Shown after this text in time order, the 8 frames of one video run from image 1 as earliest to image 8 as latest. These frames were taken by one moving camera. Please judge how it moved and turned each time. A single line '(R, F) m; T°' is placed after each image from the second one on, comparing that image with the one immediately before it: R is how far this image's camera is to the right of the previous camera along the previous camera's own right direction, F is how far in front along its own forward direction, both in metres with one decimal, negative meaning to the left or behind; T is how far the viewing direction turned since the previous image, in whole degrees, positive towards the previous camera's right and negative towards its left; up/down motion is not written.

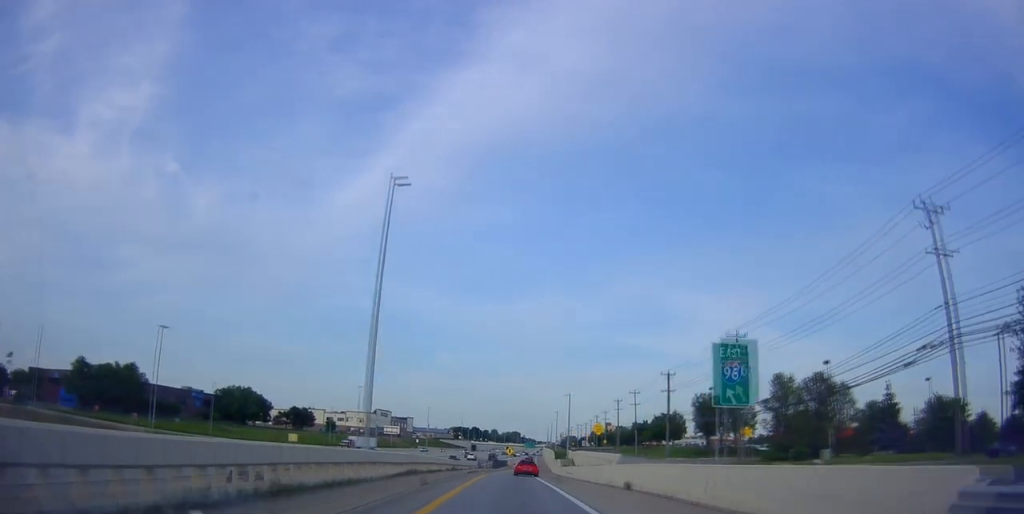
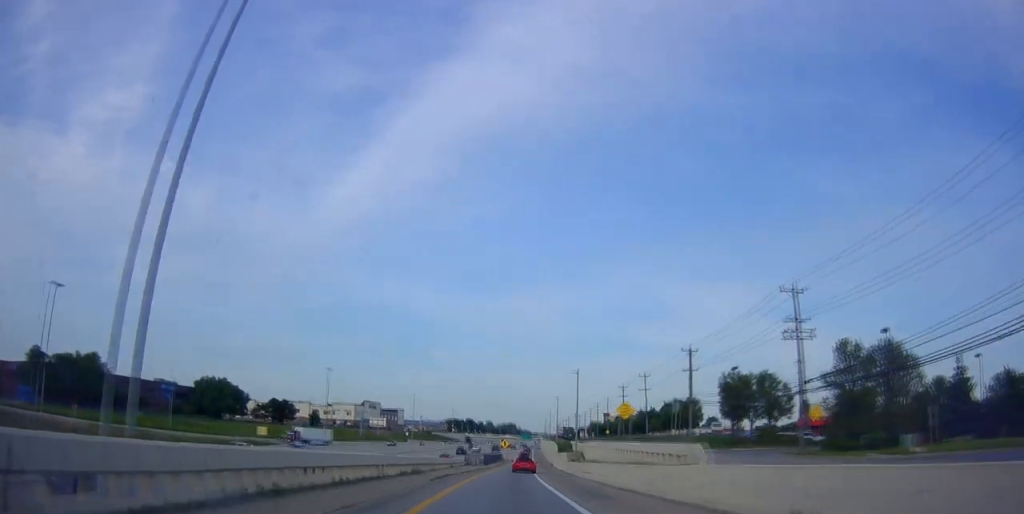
(-0.8, +14.8) m; 0°
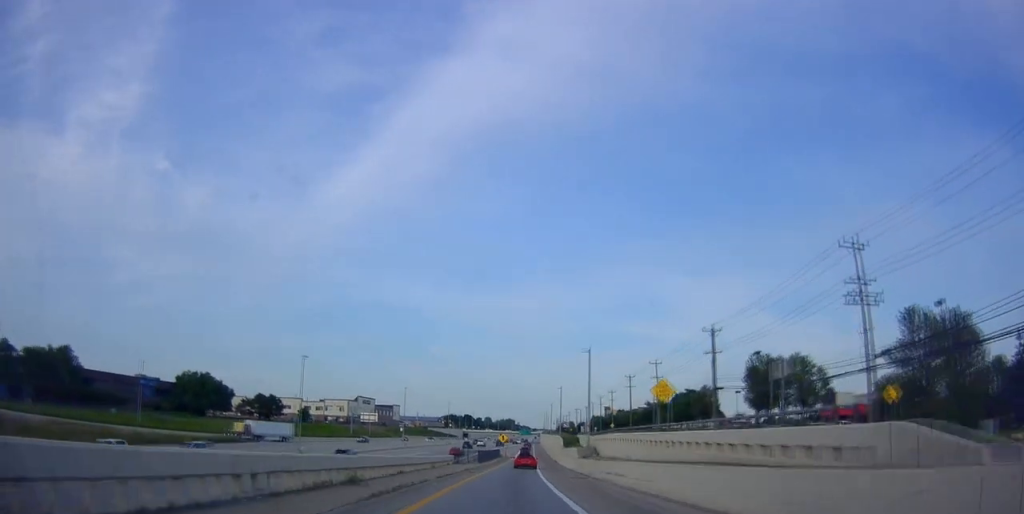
(+0.3, +10.4) m; +1°
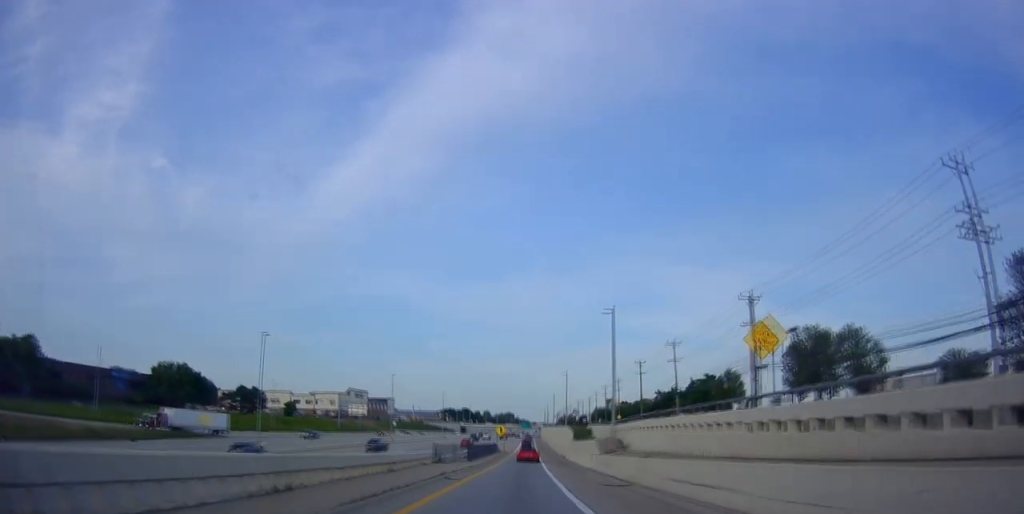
(+0.6, +12.5) m; +1°
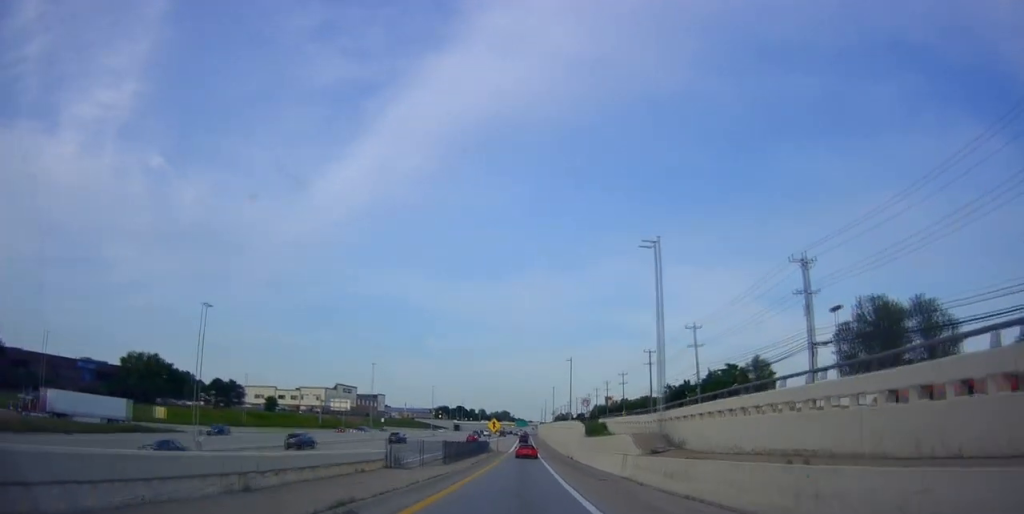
(-0.3, +12.9) m; -1°
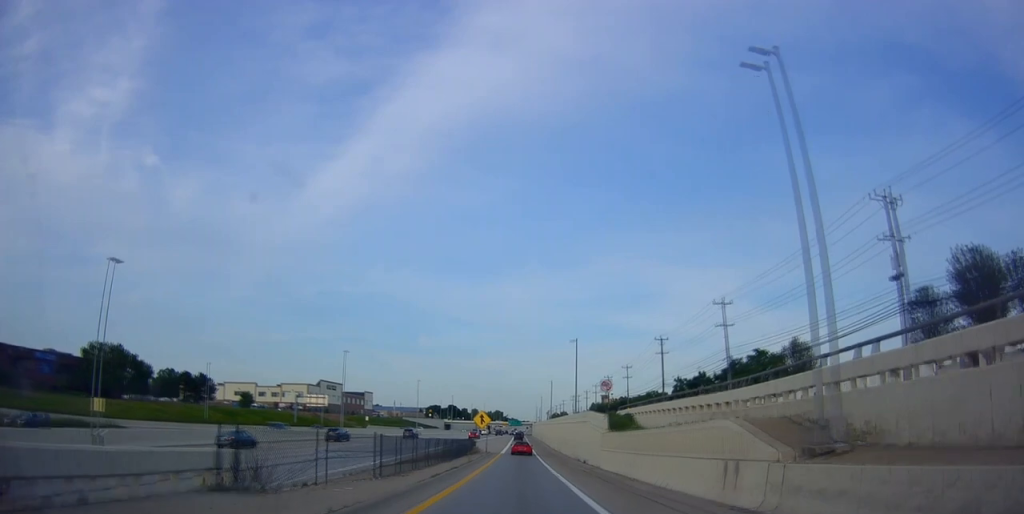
(-0.1, +13.8) m; -1°
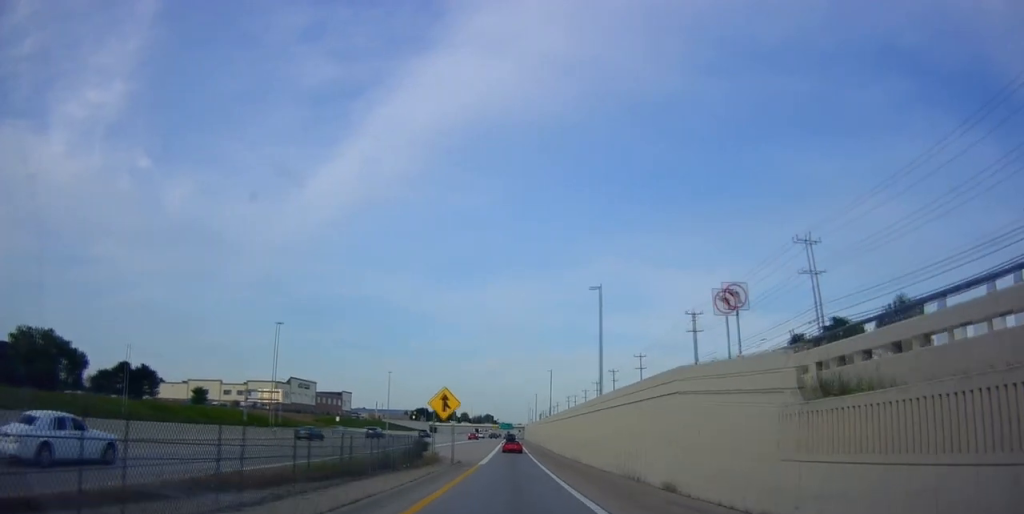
(+0.1, +23.3) m; +1°
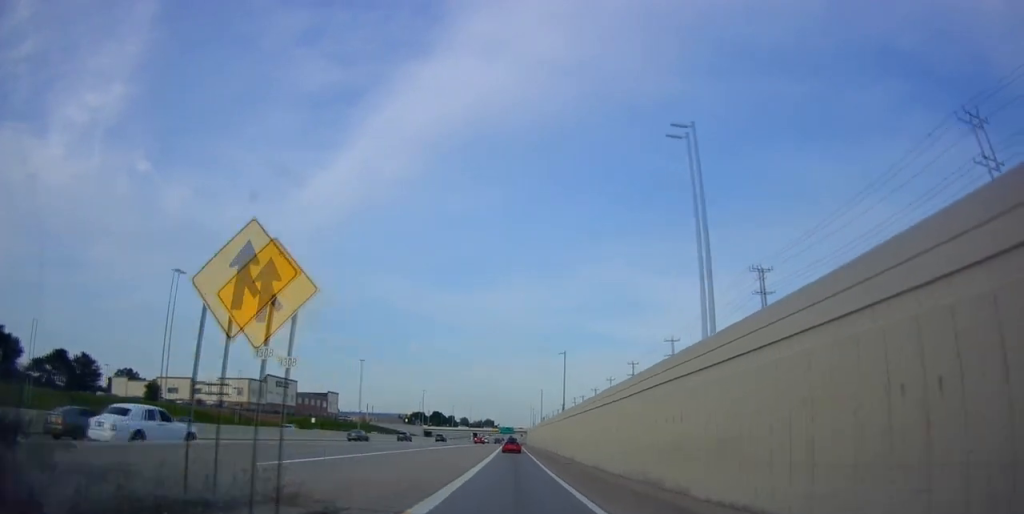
(+0.2, +22.9) m; +2°
